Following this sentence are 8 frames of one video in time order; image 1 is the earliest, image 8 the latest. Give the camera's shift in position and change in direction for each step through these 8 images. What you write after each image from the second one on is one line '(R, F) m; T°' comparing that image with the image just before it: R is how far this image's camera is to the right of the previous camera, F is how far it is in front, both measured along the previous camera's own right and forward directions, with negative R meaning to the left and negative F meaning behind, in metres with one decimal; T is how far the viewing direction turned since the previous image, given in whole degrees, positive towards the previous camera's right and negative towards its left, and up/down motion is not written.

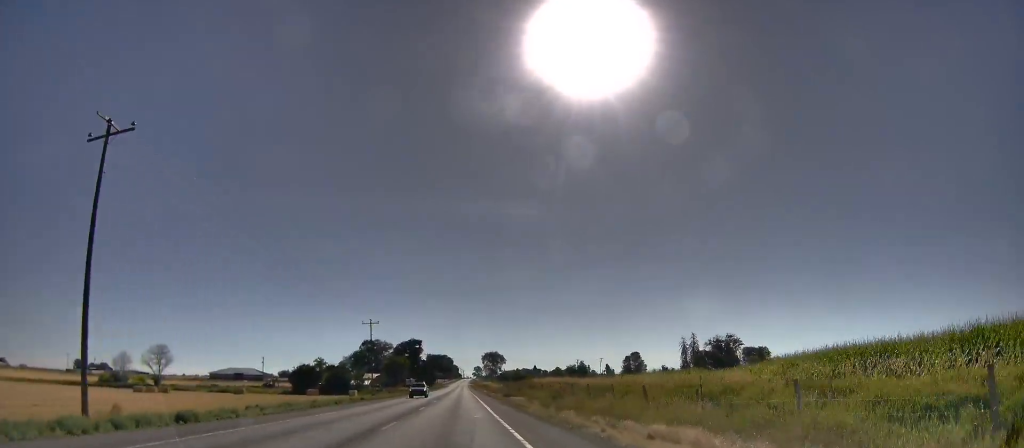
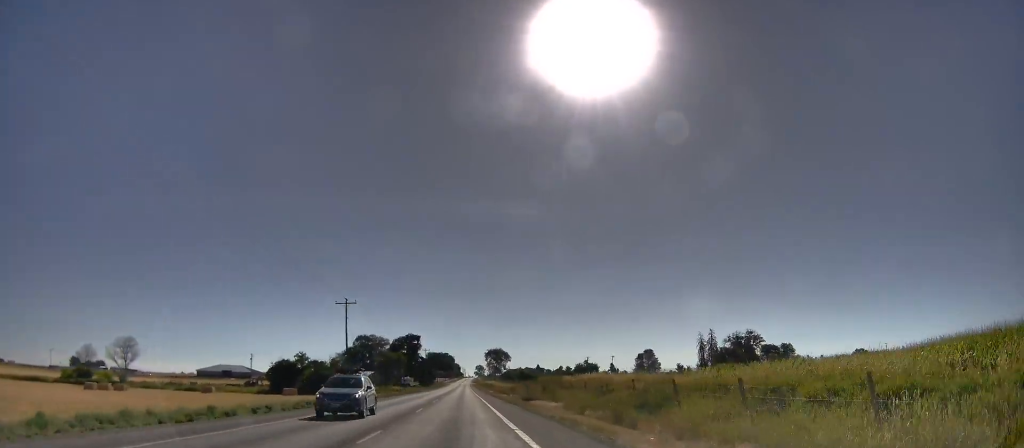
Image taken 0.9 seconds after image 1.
(+0.2, +19.6) m; +1°
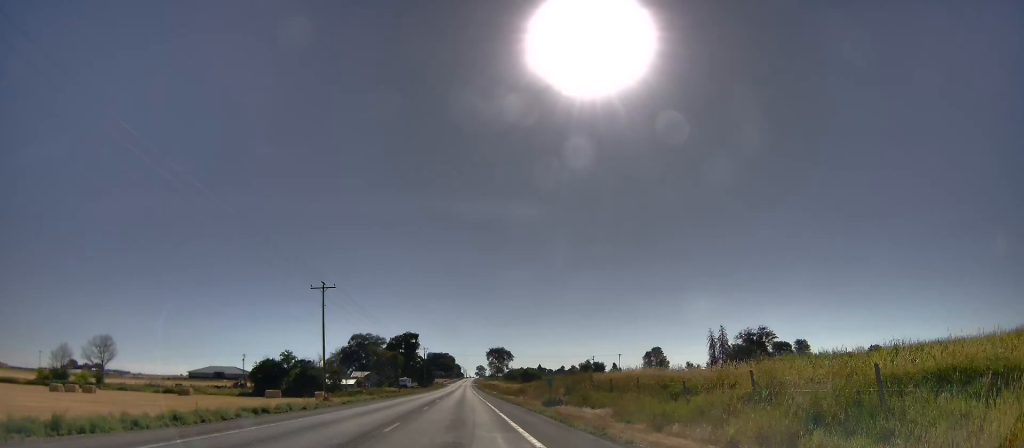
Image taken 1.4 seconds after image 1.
(+0.3, +11.3) m; 0°
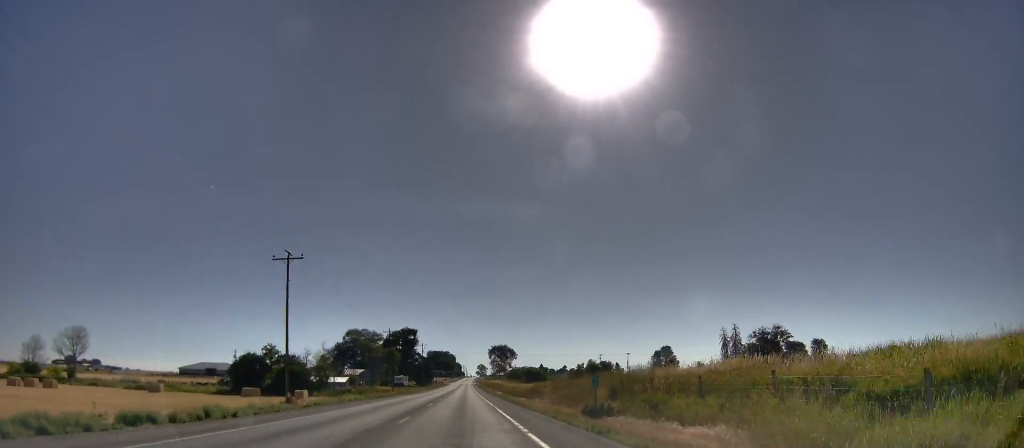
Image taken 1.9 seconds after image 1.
(-0.2, +12.0) m; -1°
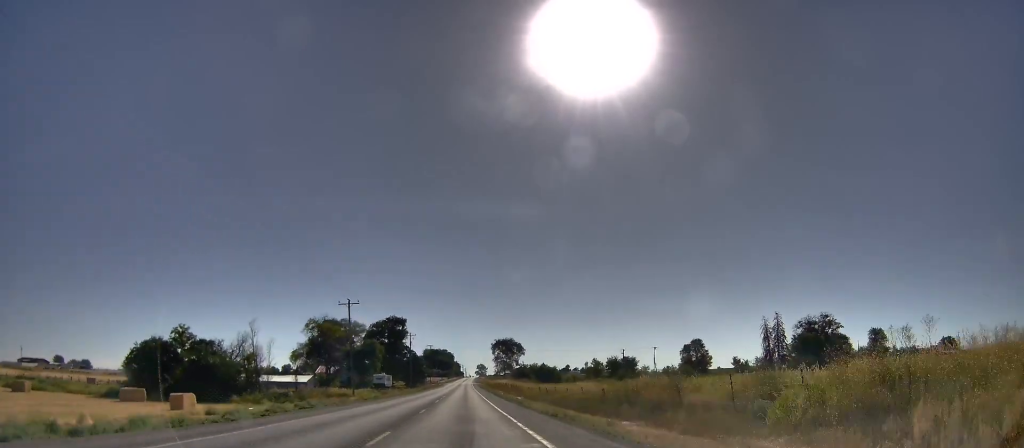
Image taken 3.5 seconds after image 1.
(-0.5, +36.9) m; 0°
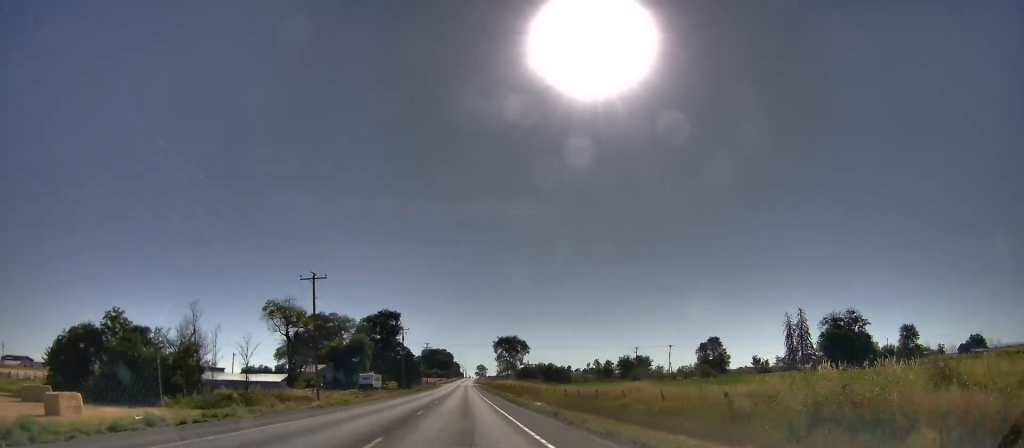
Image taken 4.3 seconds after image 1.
(-0.1, +16.5) m; +2°
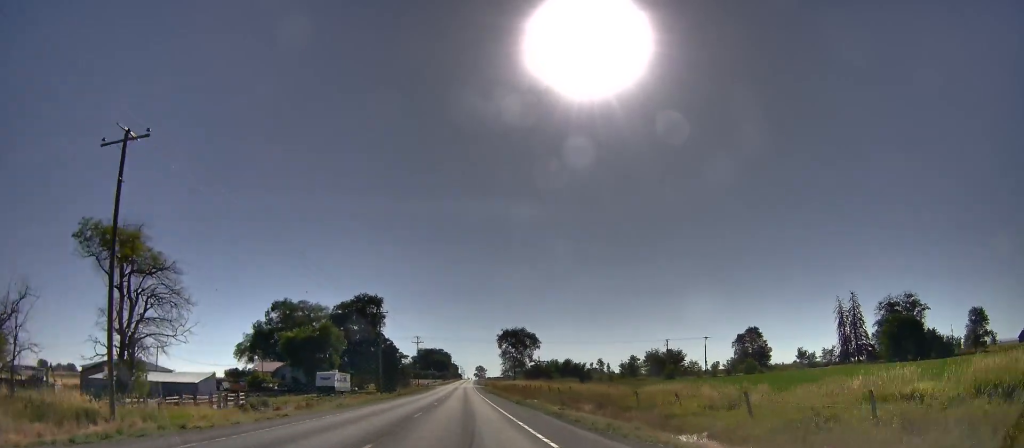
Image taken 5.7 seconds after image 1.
(+0.9, +31.6) m; 0°
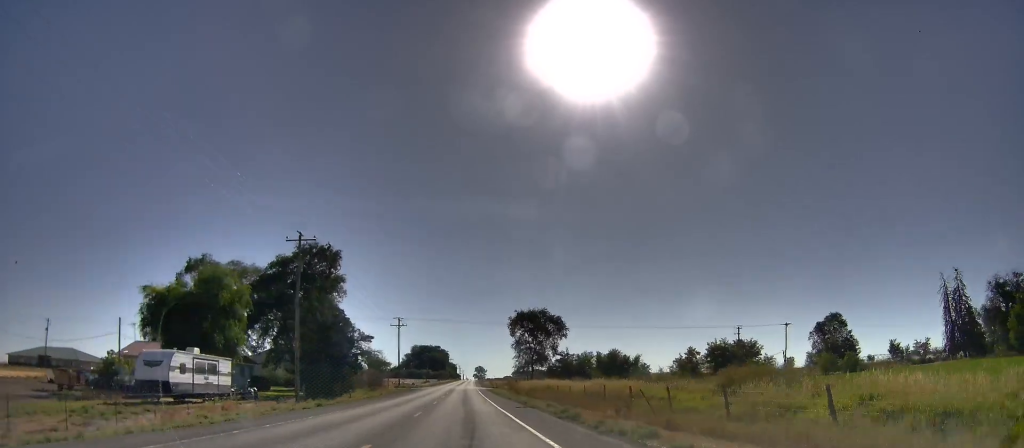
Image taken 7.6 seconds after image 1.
(-1.6, +43.6) m; -2°
